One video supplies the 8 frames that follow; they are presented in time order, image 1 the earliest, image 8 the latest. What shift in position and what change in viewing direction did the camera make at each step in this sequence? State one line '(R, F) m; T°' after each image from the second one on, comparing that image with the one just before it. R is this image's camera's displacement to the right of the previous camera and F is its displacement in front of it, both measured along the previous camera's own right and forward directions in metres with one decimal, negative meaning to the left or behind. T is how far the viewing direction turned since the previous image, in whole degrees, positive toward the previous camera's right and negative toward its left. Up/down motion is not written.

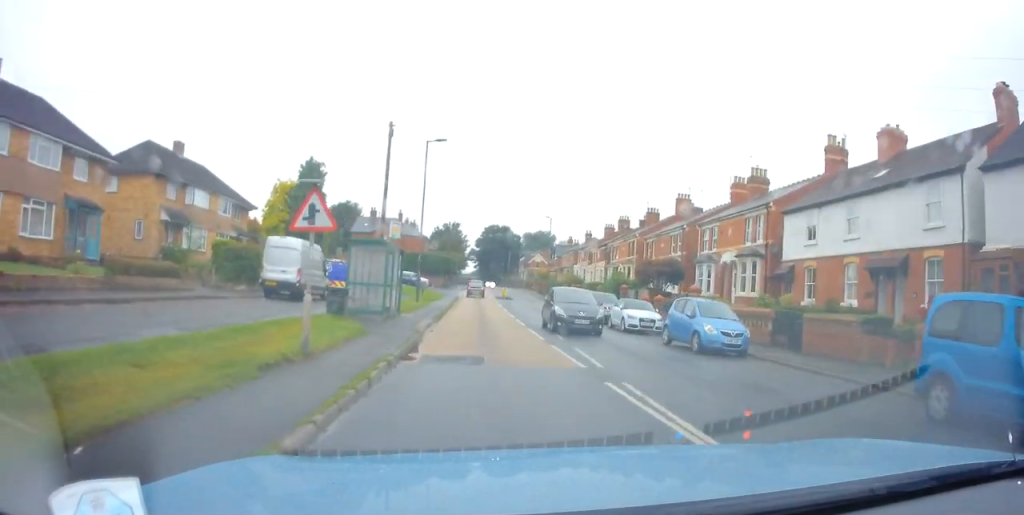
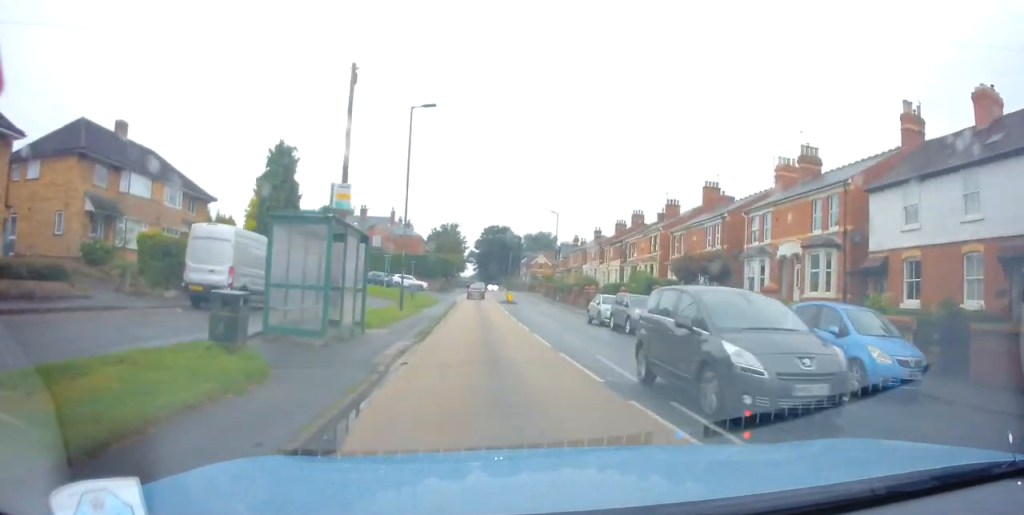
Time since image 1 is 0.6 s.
(+0.1, +7.4) m; +1°
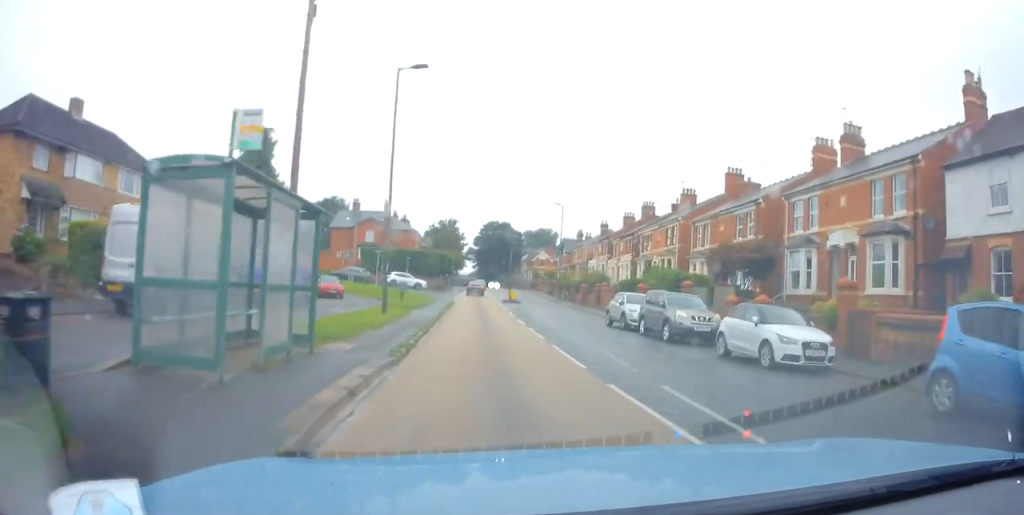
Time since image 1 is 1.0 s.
(0.0, +4.7) m; -1°
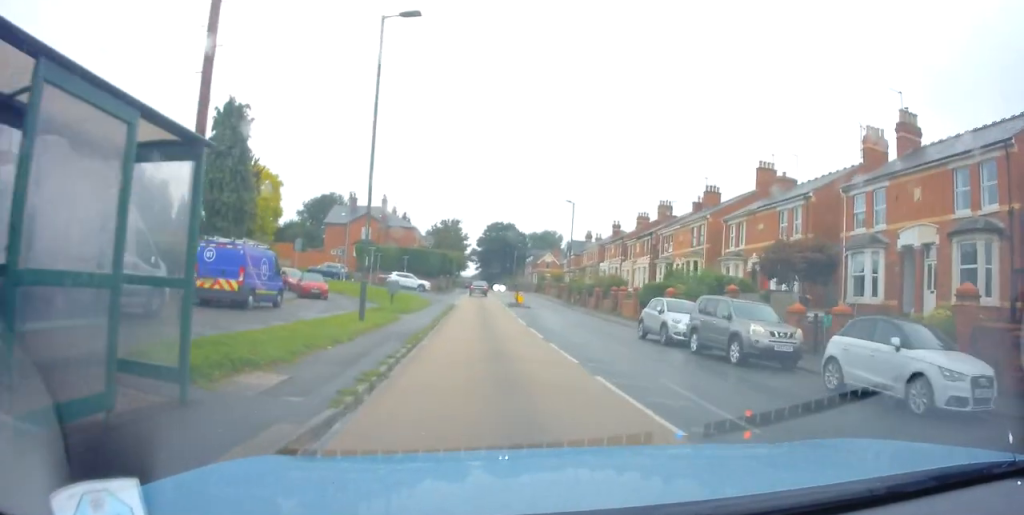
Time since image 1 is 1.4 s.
(+0.1, +4.9) m; -1°
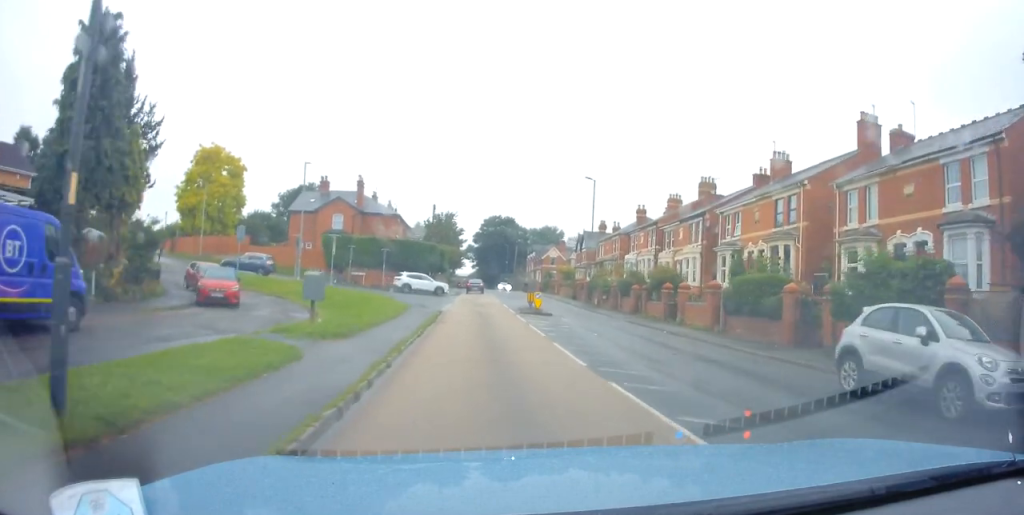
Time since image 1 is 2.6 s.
(-0.6, +12.8) m; 0°
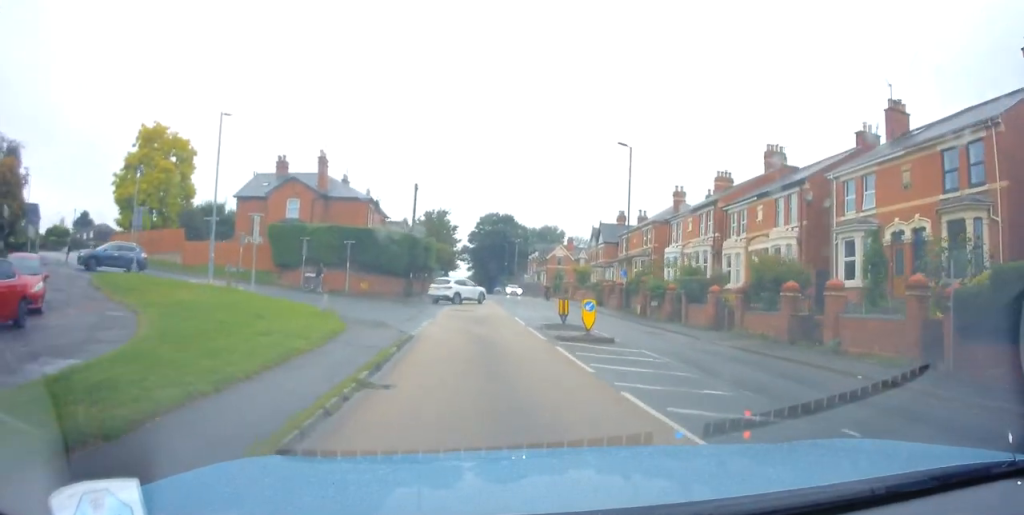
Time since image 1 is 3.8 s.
(+0.5, +13.3) m; +1°
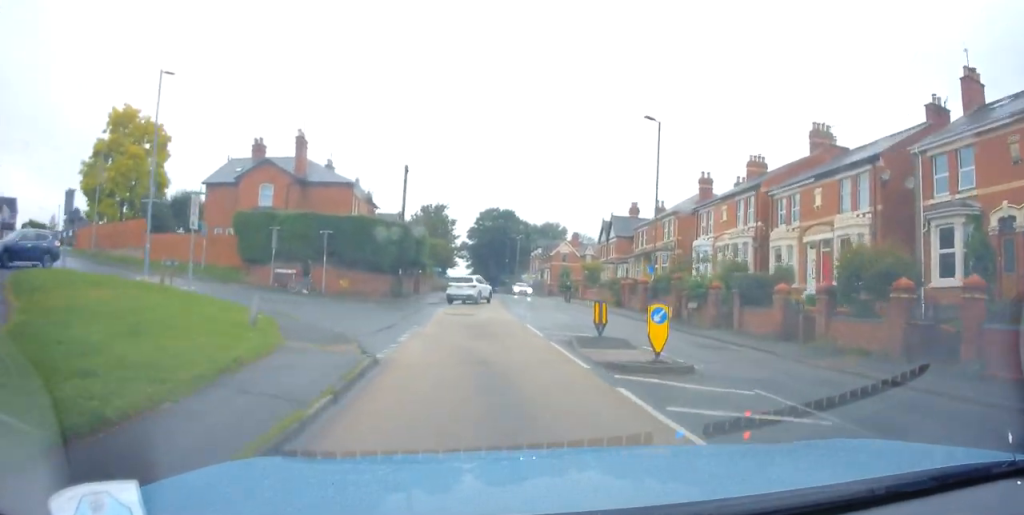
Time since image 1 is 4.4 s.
(-0.1, +6.0) m; -1°
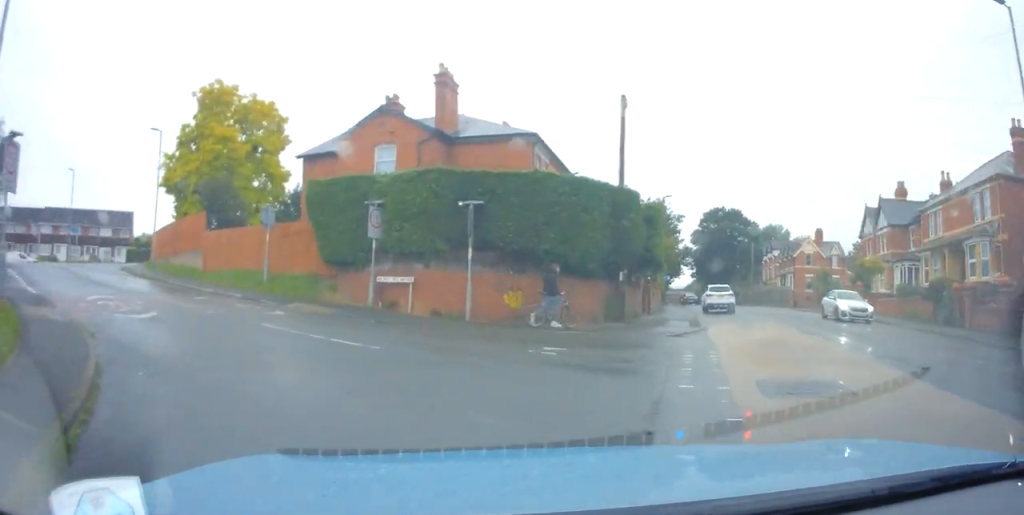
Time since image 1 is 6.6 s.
(-0.8, +16.0) m; -19°
